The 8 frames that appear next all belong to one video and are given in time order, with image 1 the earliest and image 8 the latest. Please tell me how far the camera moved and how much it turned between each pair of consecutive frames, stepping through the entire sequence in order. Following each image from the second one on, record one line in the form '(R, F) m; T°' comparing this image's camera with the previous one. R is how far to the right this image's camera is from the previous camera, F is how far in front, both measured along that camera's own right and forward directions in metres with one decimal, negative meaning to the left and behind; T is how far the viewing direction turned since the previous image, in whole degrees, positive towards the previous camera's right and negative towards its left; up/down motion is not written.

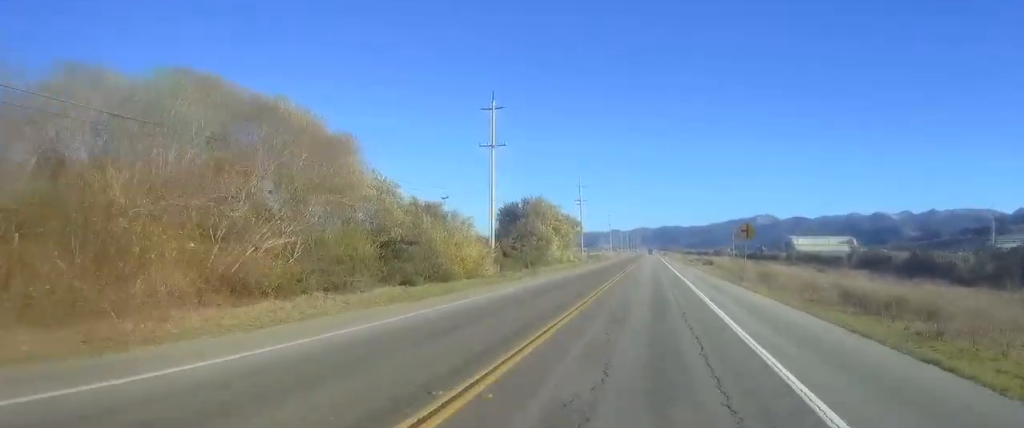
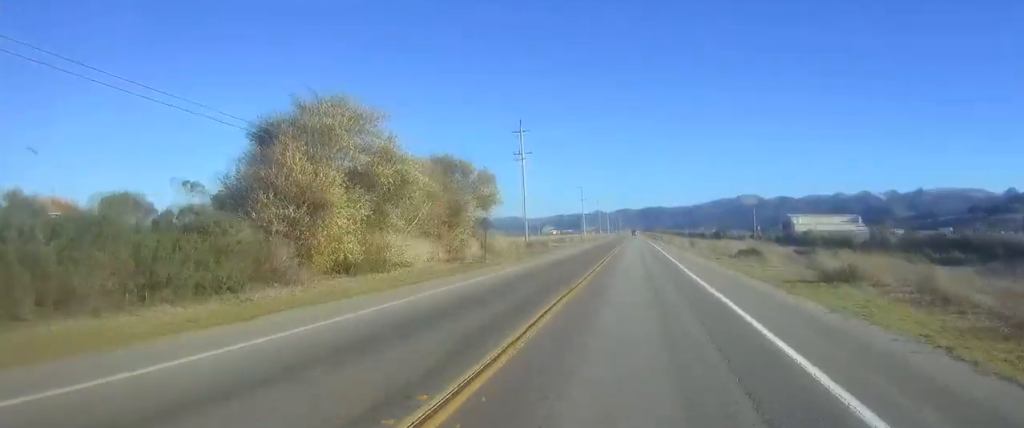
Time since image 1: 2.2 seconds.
(+0.4, +60.1) m; +1°
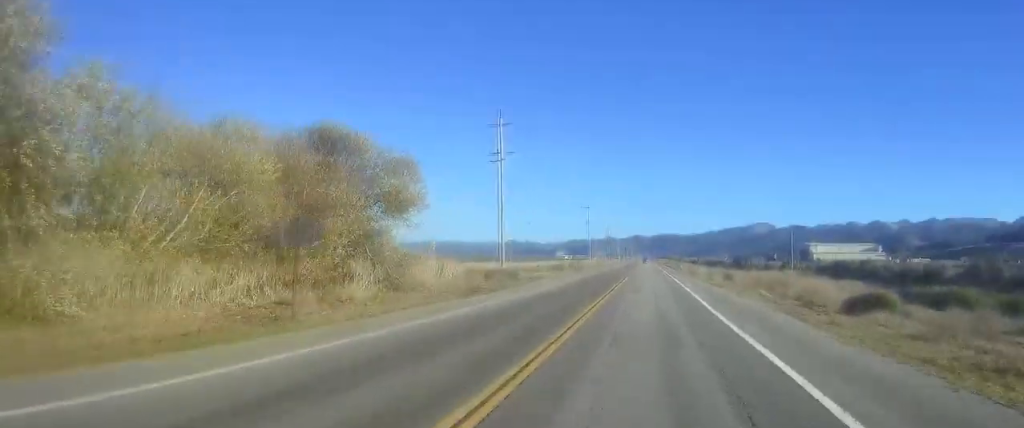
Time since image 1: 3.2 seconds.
(-0.1, +24.9) m; 0°
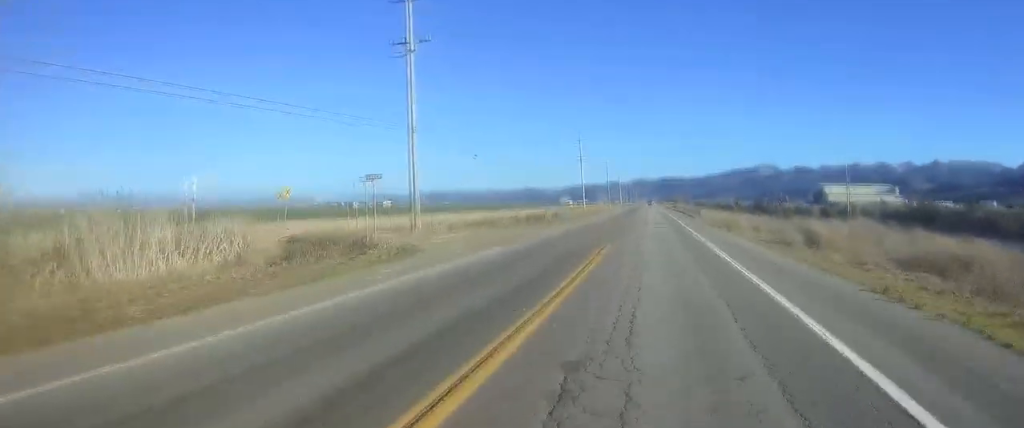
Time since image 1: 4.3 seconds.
(-0.1, +30.2) m; 0°
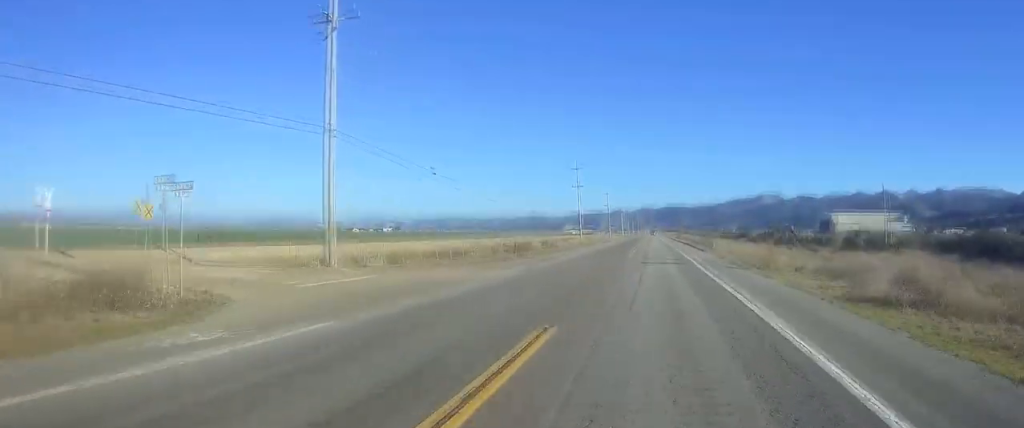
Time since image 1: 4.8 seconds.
(0.0, +13.3) m; 0°
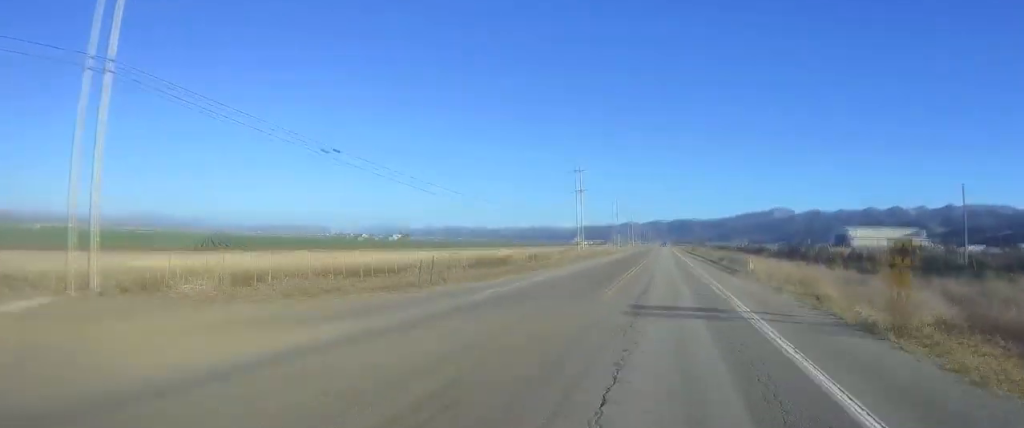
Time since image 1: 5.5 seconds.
(0.0, +17.8) m; 0°
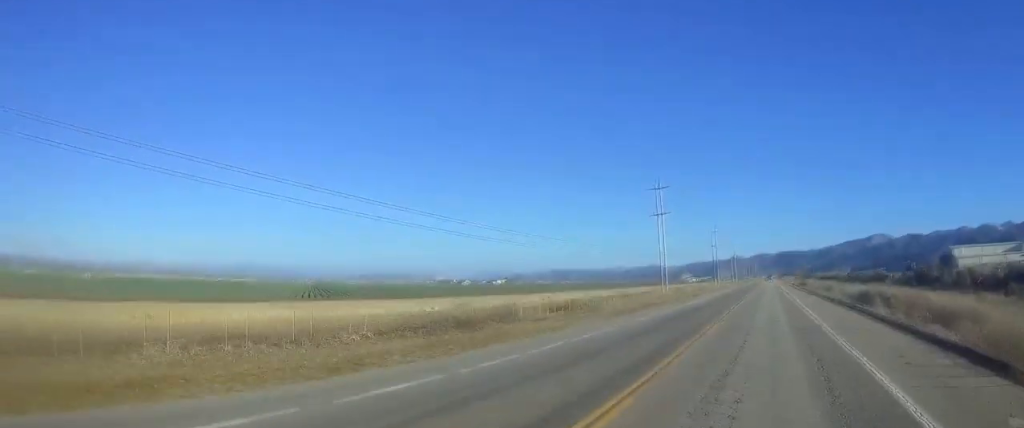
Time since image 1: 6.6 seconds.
(+0.3, +30.2) m; 0°
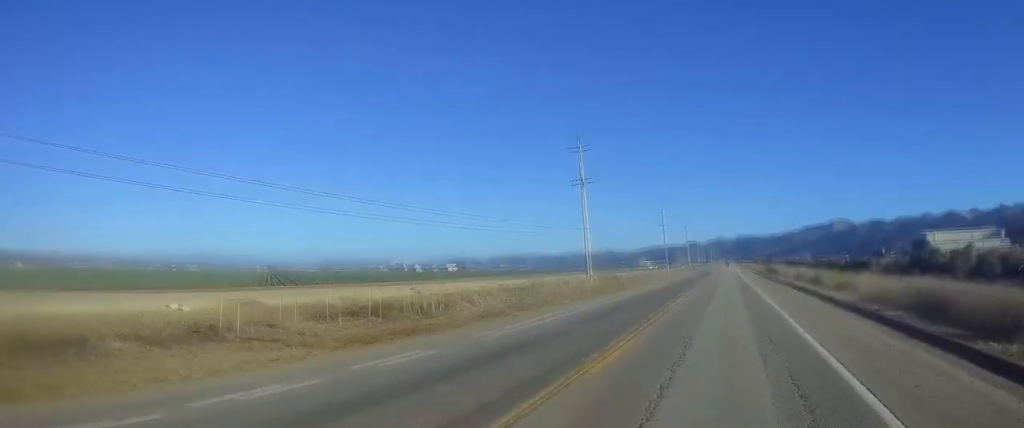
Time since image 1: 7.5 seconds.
(-0.1, +23.9) m; -1°
